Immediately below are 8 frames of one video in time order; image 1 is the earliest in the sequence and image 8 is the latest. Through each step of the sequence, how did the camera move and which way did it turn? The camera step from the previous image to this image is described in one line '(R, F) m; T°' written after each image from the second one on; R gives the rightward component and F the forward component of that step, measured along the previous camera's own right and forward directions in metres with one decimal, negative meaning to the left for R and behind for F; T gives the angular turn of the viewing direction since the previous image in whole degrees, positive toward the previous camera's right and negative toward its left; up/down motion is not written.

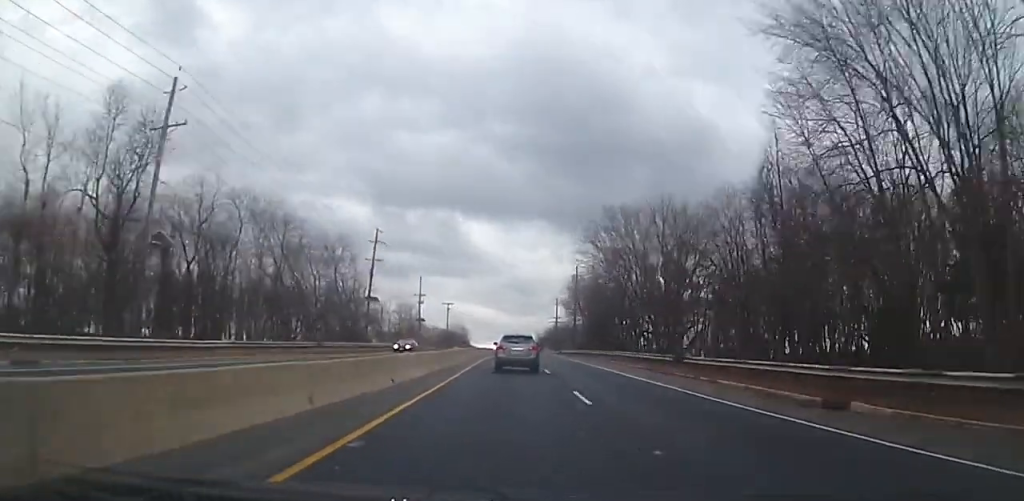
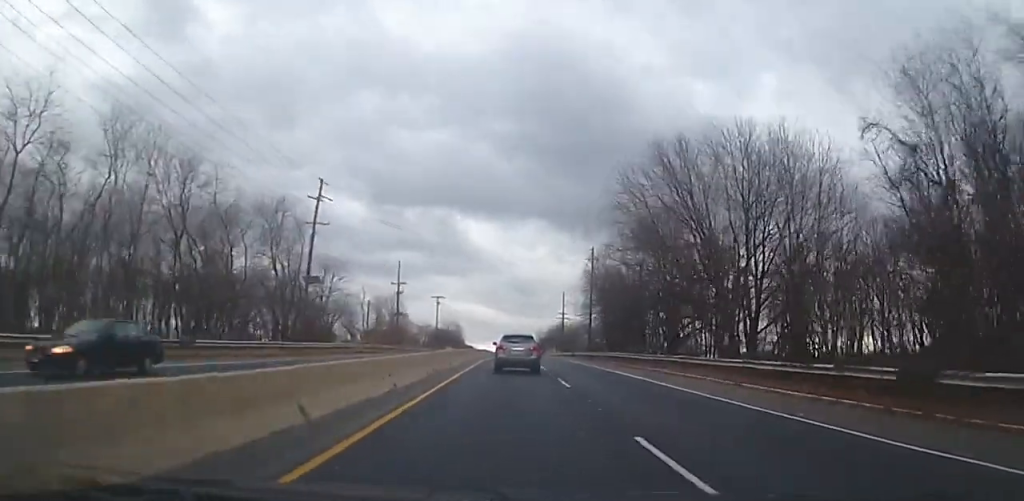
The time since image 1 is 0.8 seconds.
(+0.1, +19.8) m; 0°
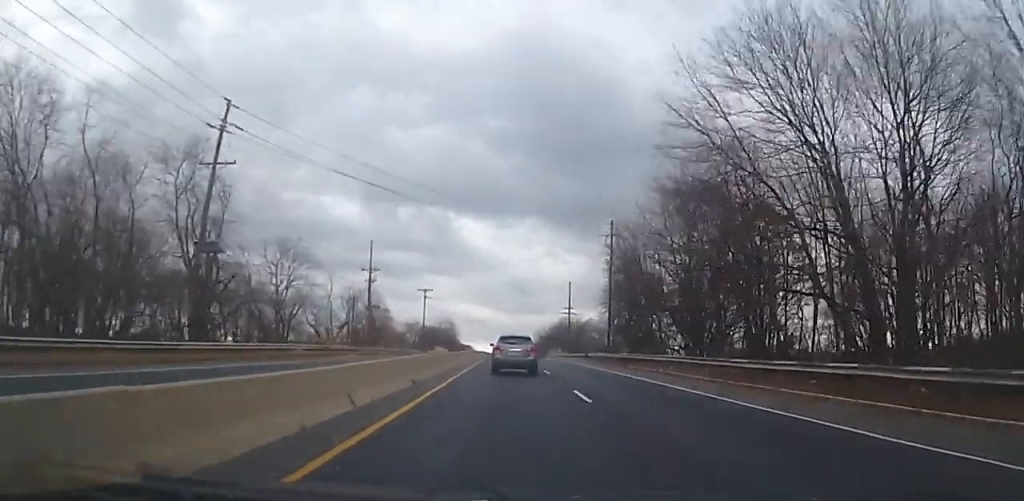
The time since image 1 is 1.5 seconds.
(0.0, +16.3) m; 0°
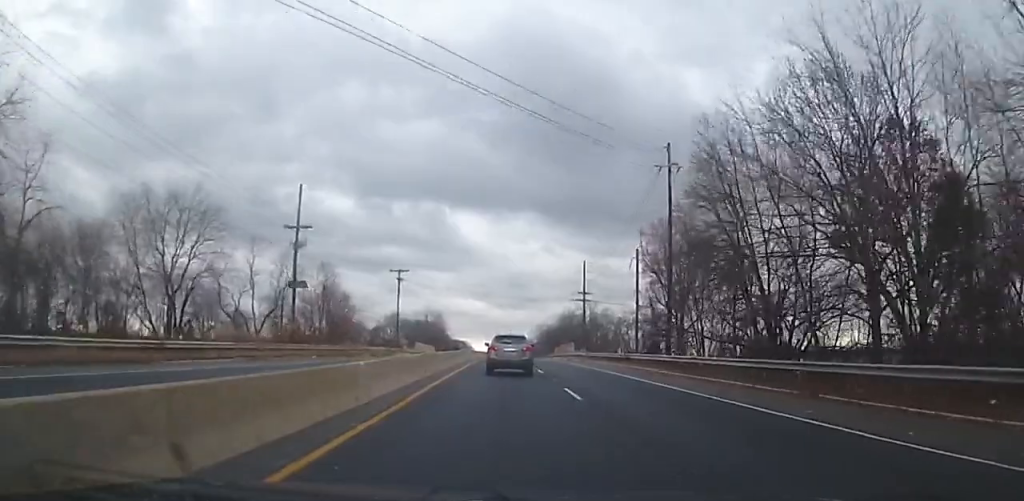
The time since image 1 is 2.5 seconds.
(-0.3, +23.9) m; 0°
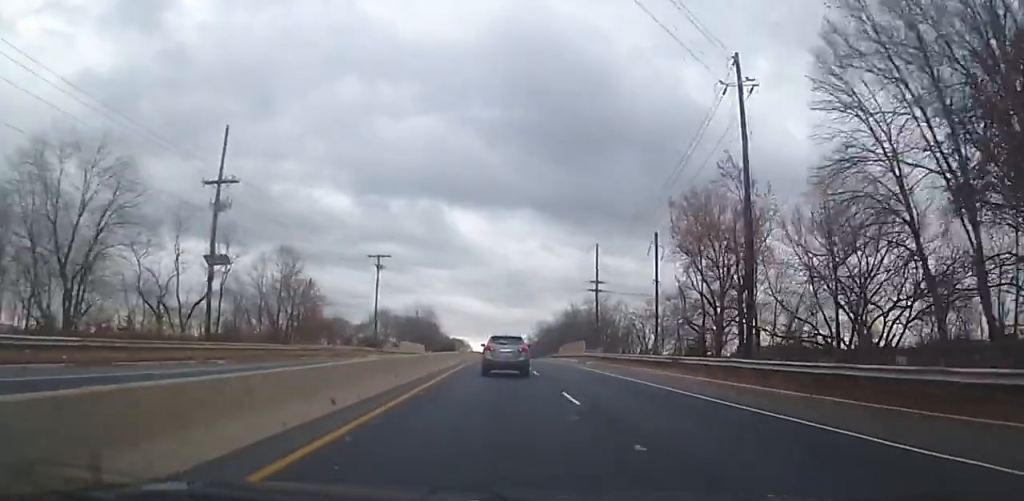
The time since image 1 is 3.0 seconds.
(+0.3, +13.4) m; 0°
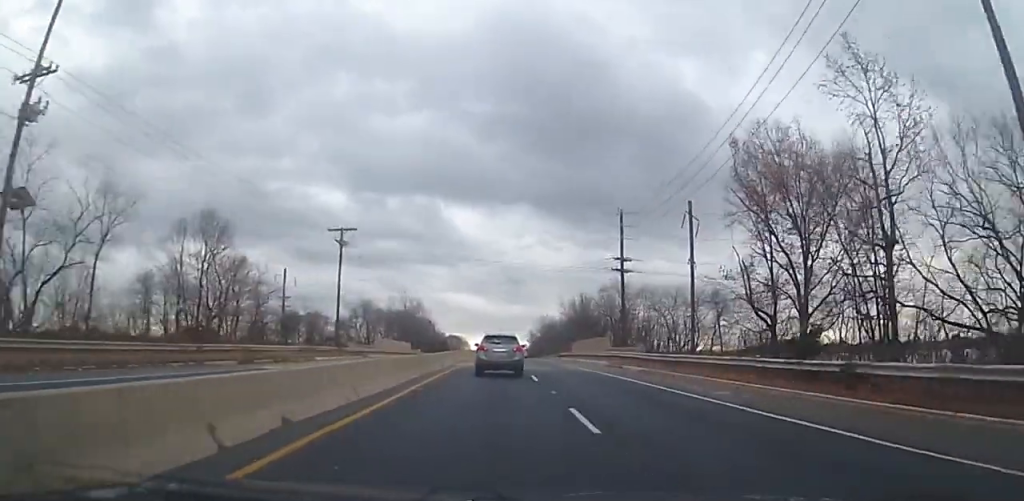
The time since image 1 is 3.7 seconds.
(-0.1, +16.2) m; 0°
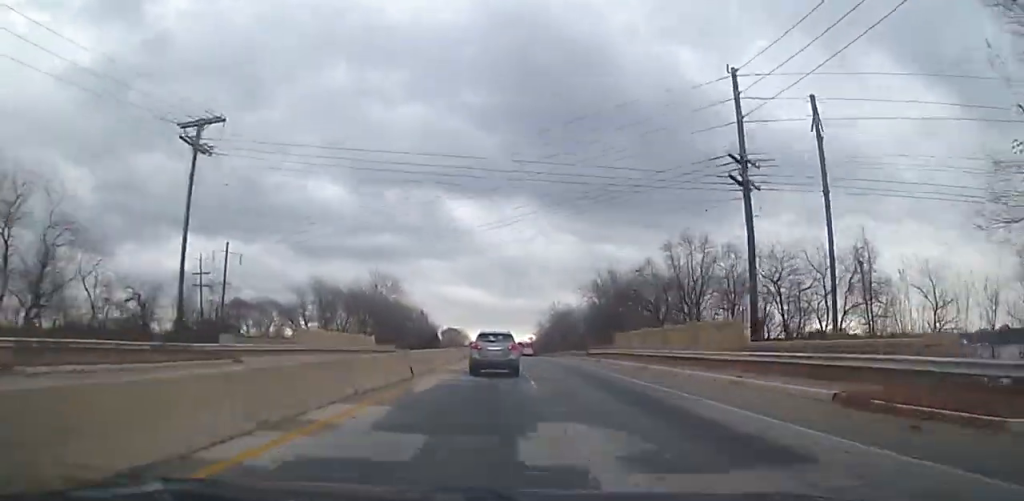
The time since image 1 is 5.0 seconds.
(-0.2, +28.7) m; 0°
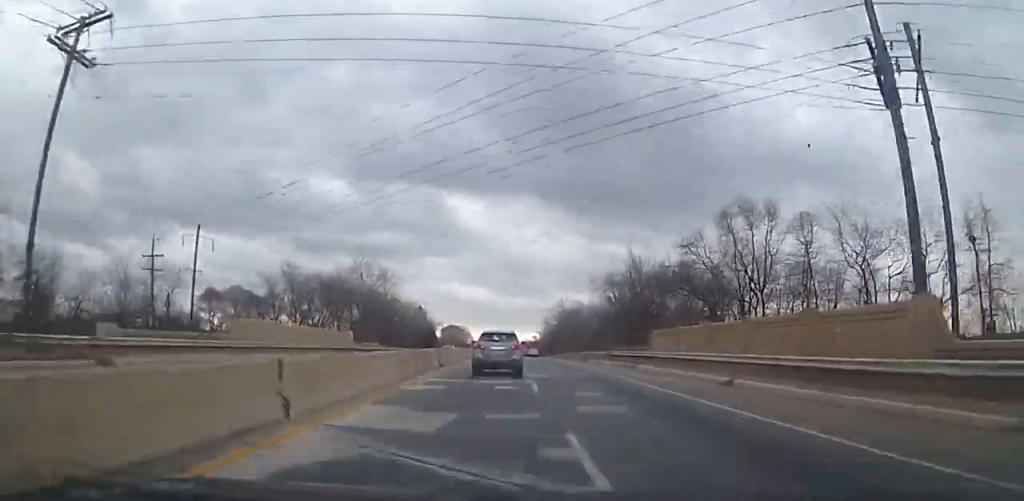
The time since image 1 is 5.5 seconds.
(0.0, +11.2) m; 0°
